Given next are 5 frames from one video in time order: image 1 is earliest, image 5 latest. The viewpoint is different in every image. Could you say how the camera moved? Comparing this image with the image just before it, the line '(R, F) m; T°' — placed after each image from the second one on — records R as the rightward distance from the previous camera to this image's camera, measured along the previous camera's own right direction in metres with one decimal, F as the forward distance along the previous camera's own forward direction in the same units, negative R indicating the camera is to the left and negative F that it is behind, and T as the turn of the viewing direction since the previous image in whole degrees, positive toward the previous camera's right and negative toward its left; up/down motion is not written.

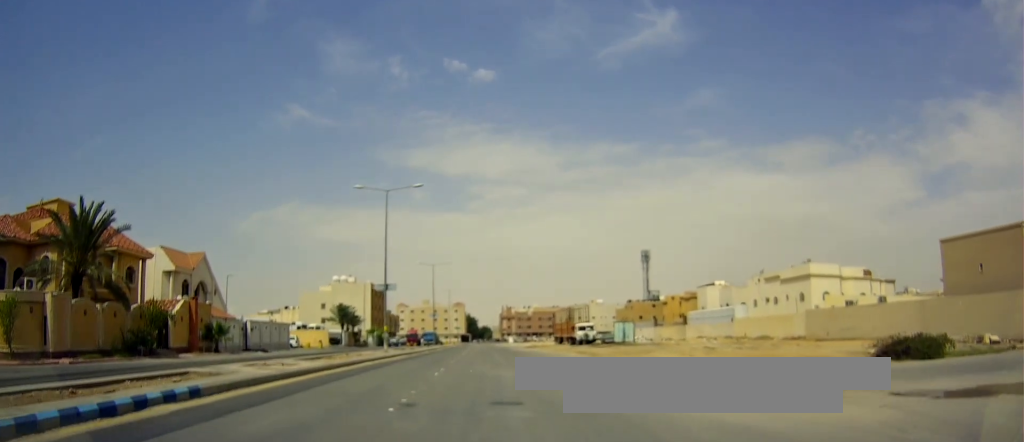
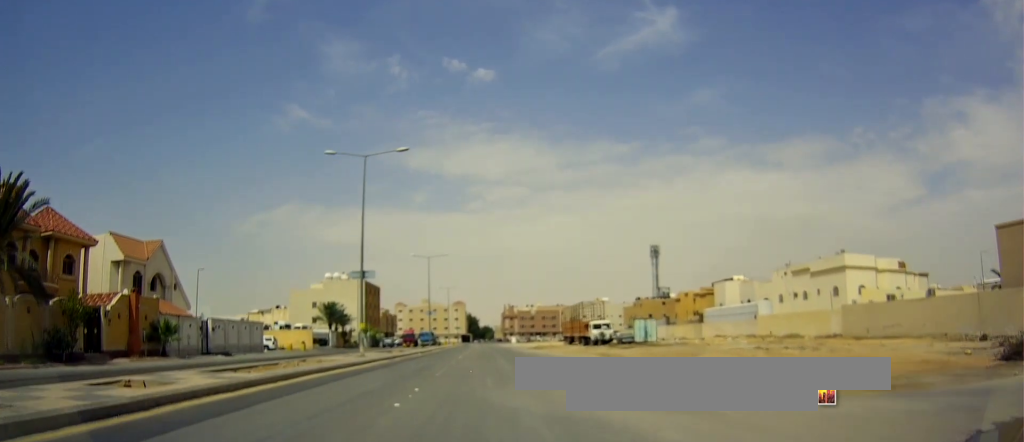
(+0.1, +9.1) m; 0°
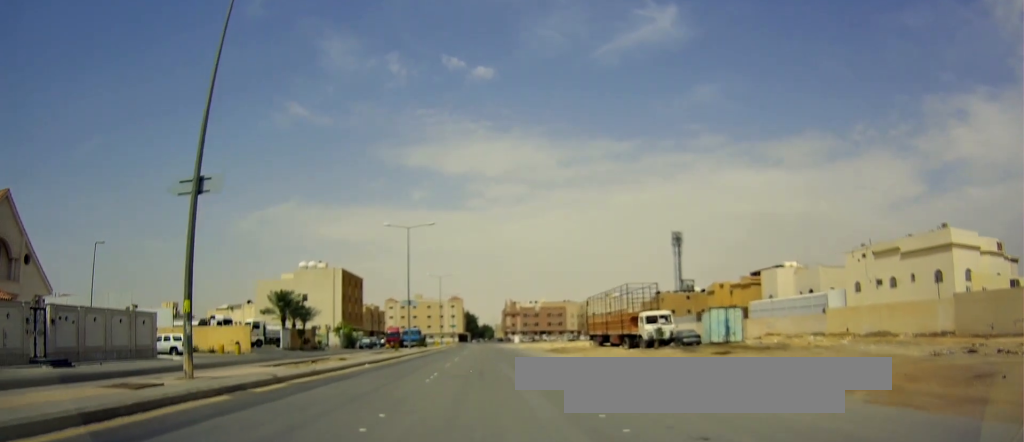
(0.0, +21.3) m; +1°
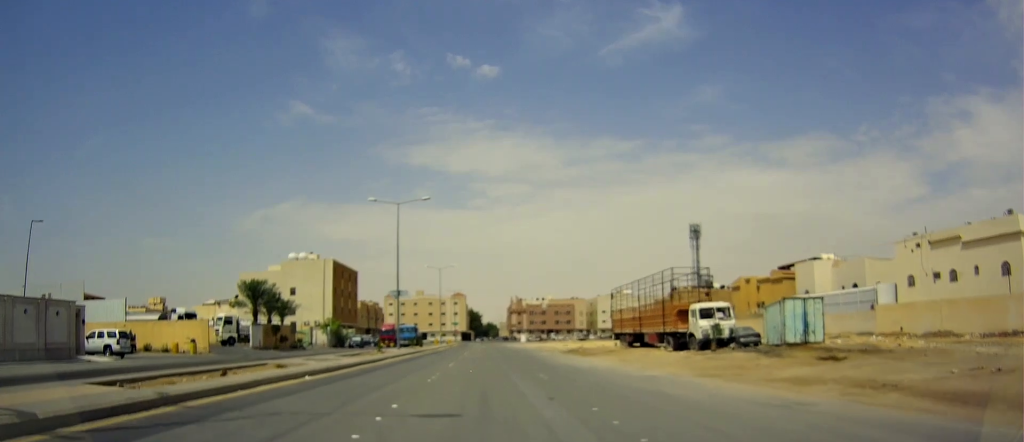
(+0.1, +10.3) m; 0°
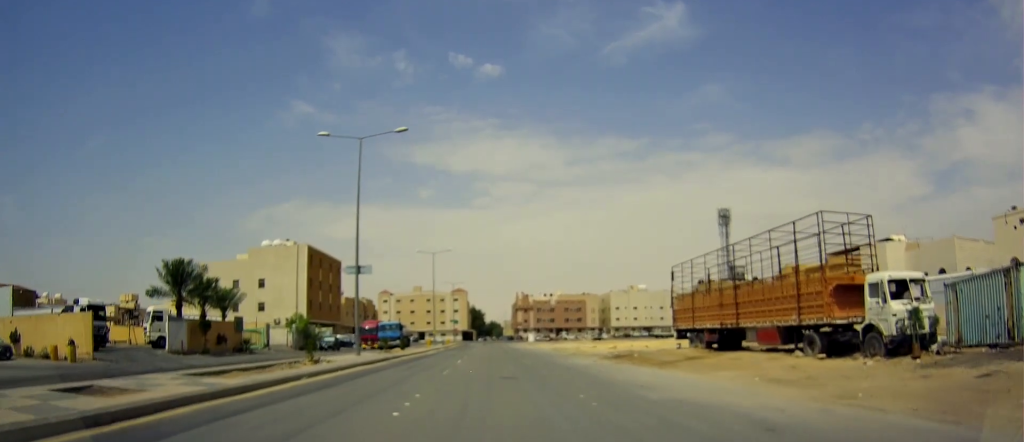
(-0.3, +16.9) m; -1°
